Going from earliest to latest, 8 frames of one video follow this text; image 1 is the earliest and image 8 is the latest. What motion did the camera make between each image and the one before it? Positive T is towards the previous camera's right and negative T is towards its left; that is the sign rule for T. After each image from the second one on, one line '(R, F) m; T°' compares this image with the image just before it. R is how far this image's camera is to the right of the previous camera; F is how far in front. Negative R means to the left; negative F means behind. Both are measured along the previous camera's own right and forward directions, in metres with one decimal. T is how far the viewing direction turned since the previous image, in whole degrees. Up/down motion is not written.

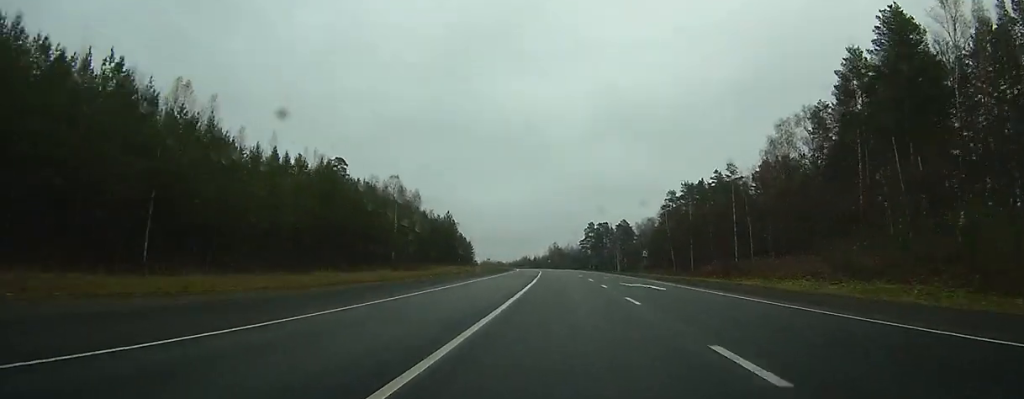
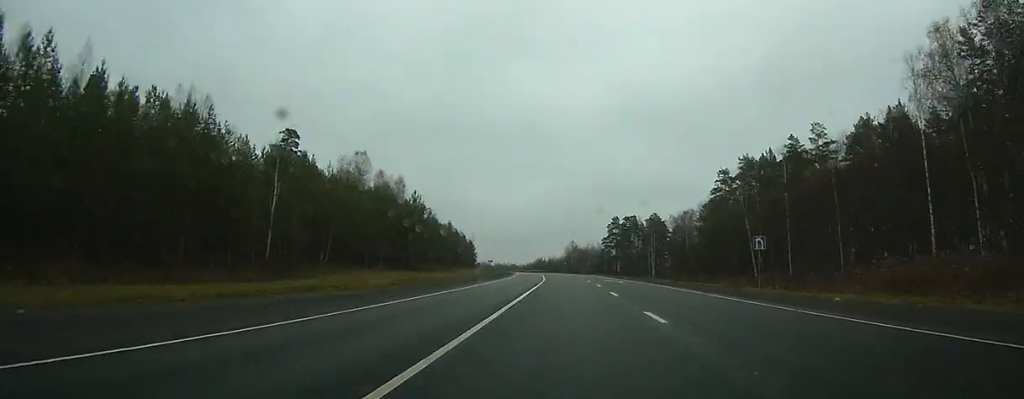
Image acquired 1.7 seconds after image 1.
(-0.6, +38.3) m; -2°
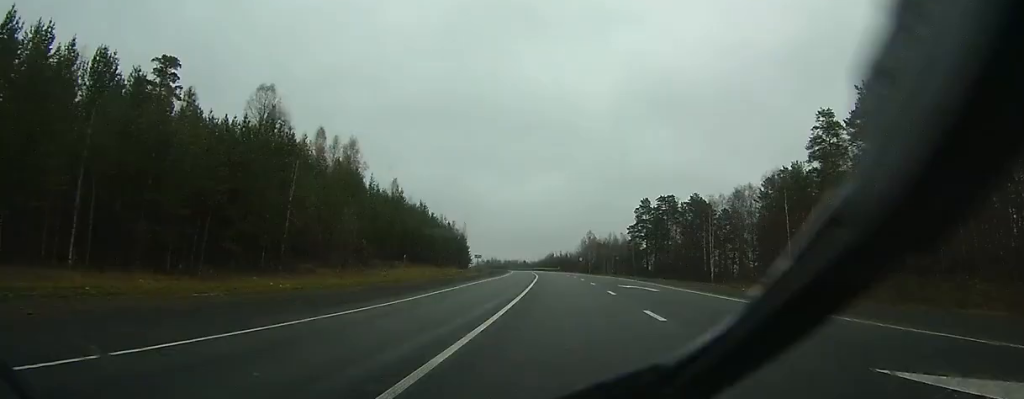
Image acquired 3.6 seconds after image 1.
(-0.7, +46.1) m; -2°
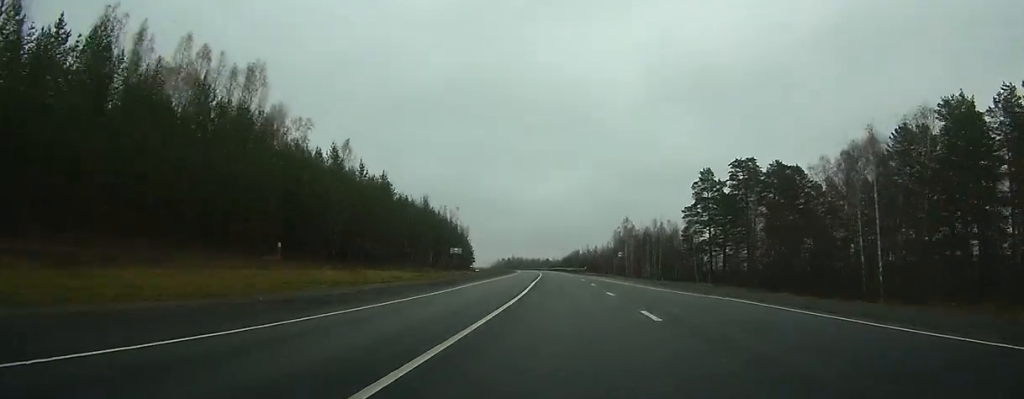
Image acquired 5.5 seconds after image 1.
(-0.6, +49.7) m; -2°
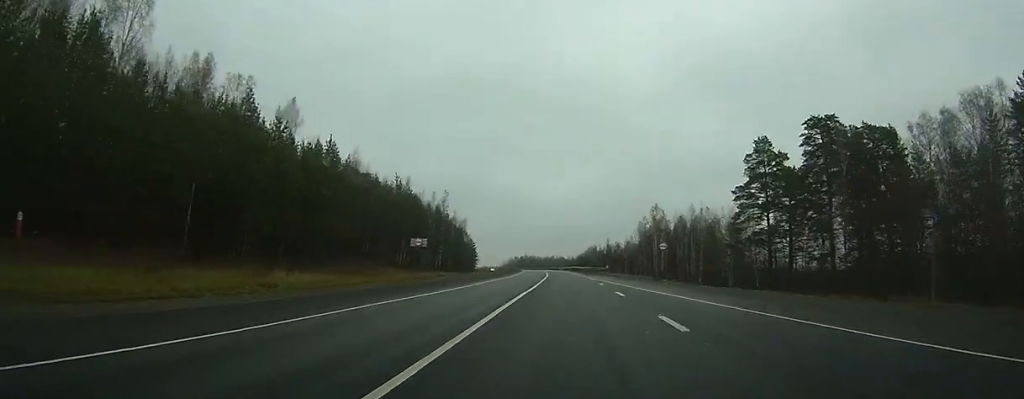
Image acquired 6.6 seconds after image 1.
(-0.3, +27.8) m; -1°
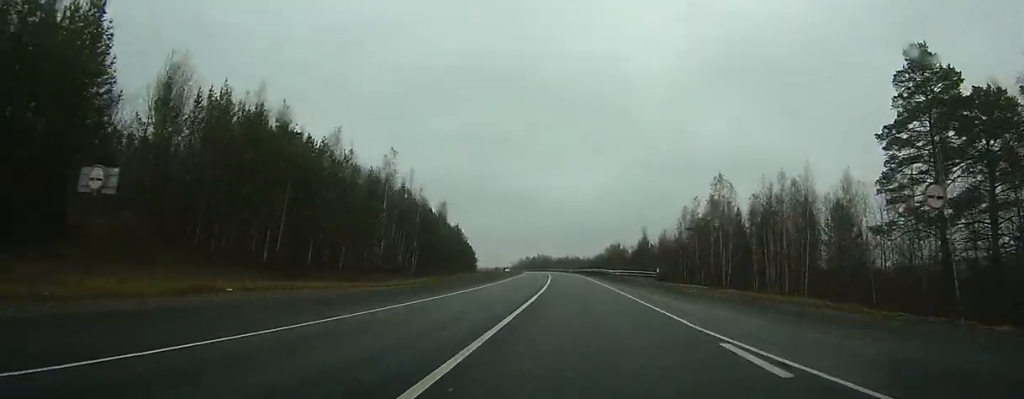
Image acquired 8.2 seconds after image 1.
(-0.6, +41.5) m; -1°
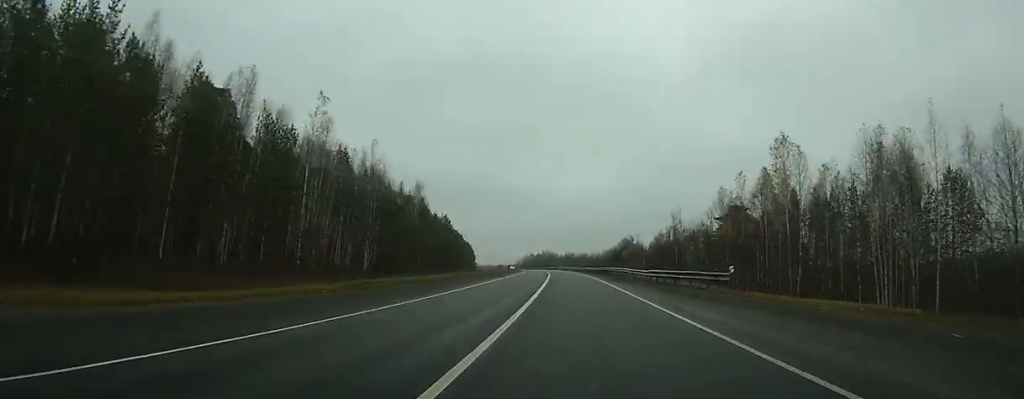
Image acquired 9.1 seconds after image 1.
(0.0, +22.5) m; -1°
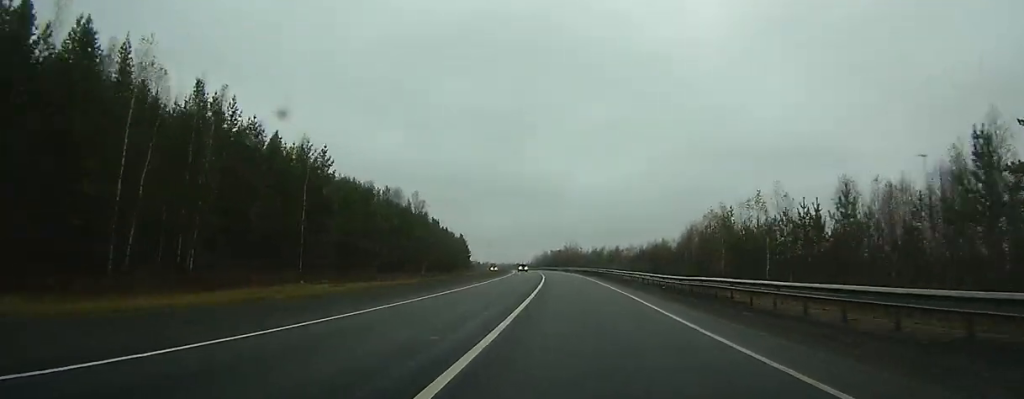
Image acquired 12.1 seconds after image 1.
(-2.0, +78.7) m; -3°
